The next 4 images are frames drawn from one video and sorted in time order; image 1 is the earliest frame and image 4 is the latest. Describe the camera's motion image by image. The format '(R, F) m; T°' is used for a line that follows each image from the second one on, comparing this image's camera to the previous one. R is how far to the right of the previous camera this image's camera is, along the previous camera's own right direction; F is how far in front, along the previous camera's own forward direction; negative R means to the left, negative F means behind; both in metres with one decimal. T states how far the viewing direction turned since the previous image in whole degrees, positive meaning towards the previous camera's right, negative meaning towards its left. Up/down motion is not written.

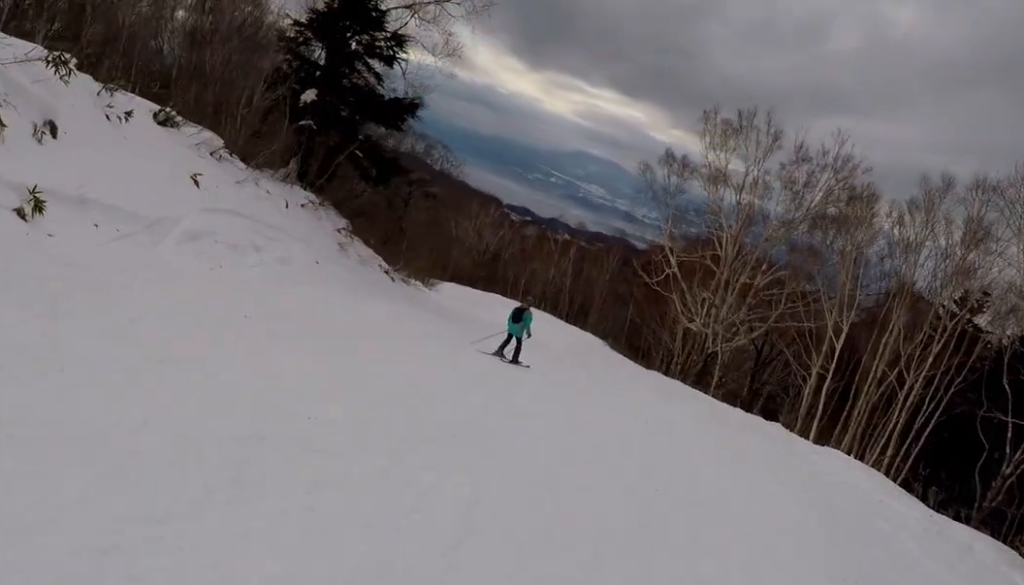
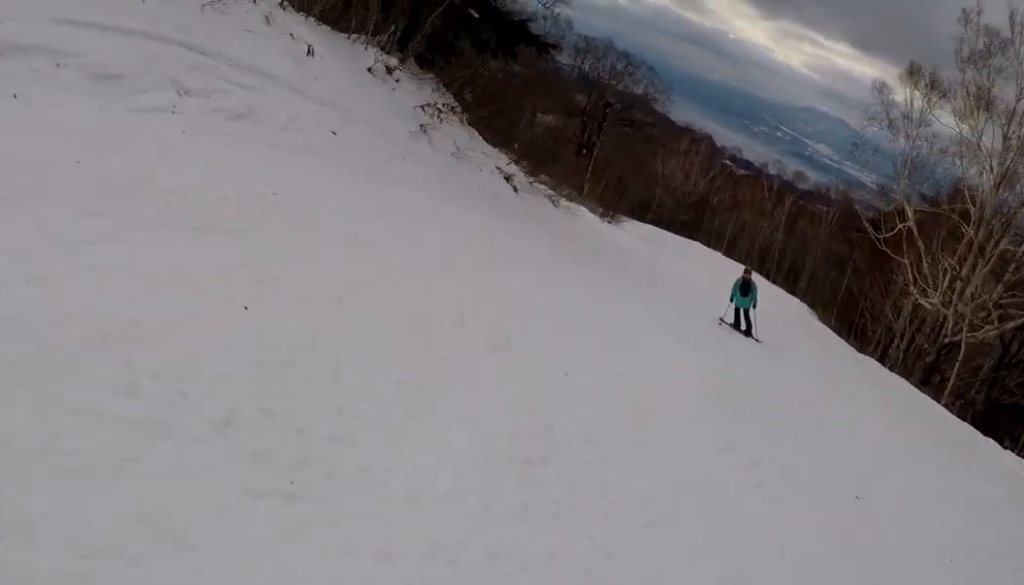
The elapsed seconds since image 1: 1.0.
(0.0, +7.7) m; 0°
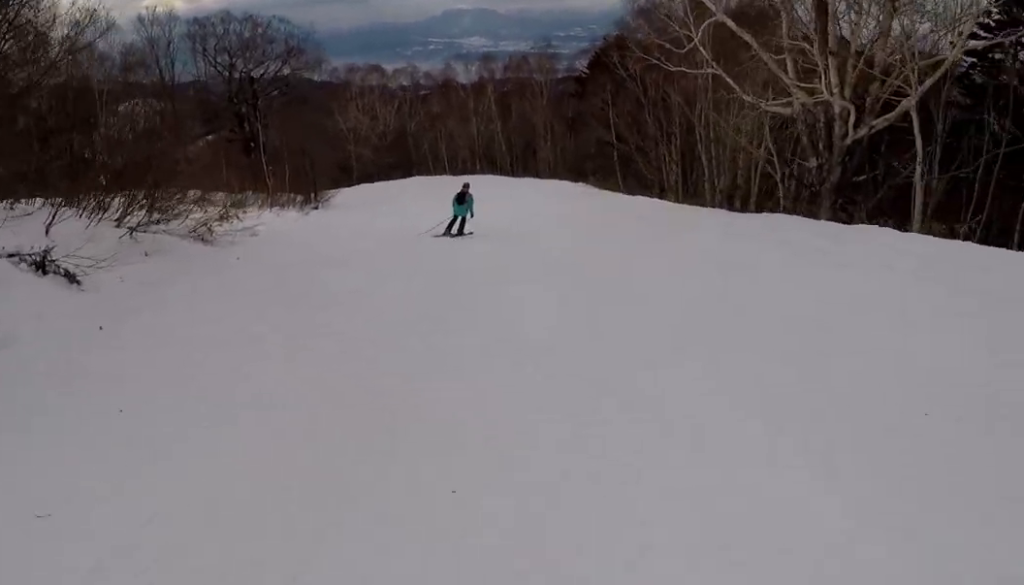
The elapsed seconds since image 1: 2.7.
(0.0, +12.5) m; 0°
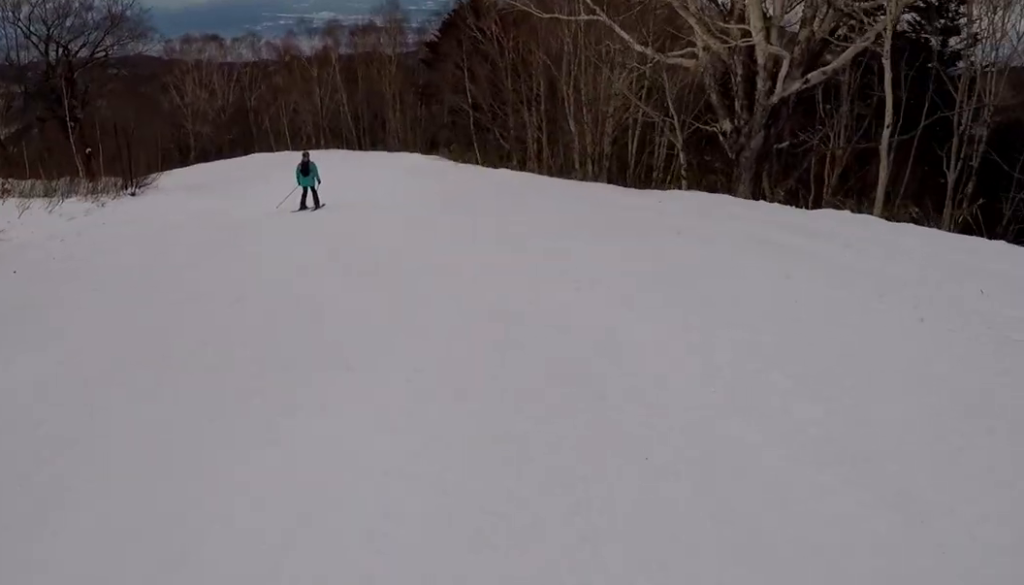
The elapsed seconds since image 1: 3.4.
(0.0, +5.0) m; 0°
